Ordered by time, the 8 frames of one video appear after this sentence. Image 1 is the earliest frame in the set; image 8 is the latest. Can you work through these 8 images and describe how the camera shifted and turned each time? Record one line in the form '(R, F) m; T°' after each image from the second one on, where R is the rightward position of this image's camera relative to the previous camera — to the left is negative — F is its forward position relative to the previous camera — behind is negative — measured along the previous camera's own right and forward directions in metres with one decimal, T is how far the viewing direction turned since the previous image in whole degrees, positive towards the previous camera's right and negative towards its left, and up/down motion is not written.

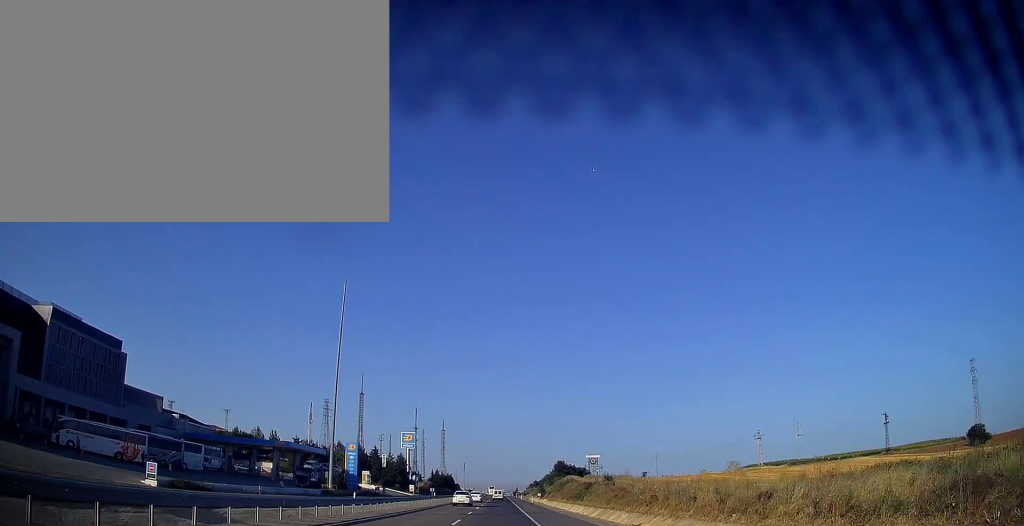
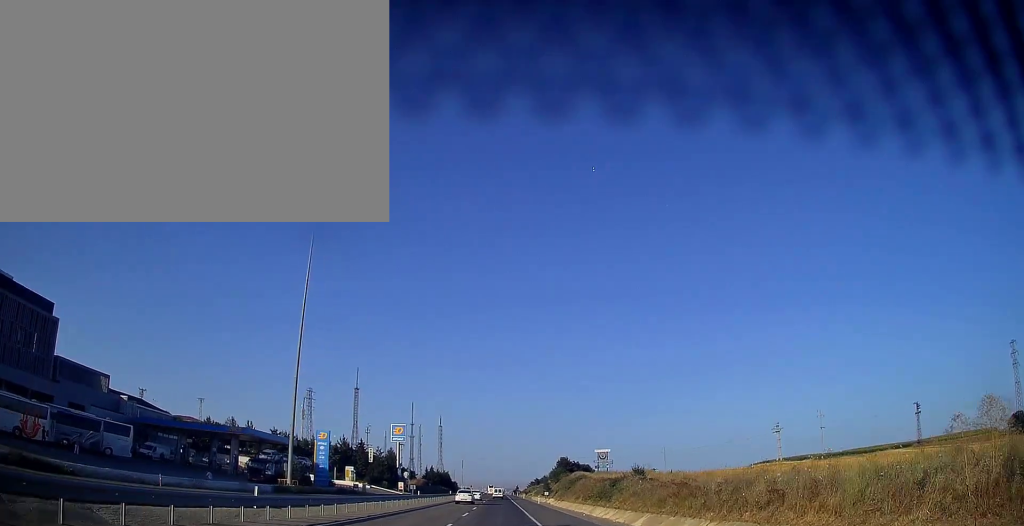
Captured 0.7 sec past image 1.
(0.0, +17.2) m; 0°
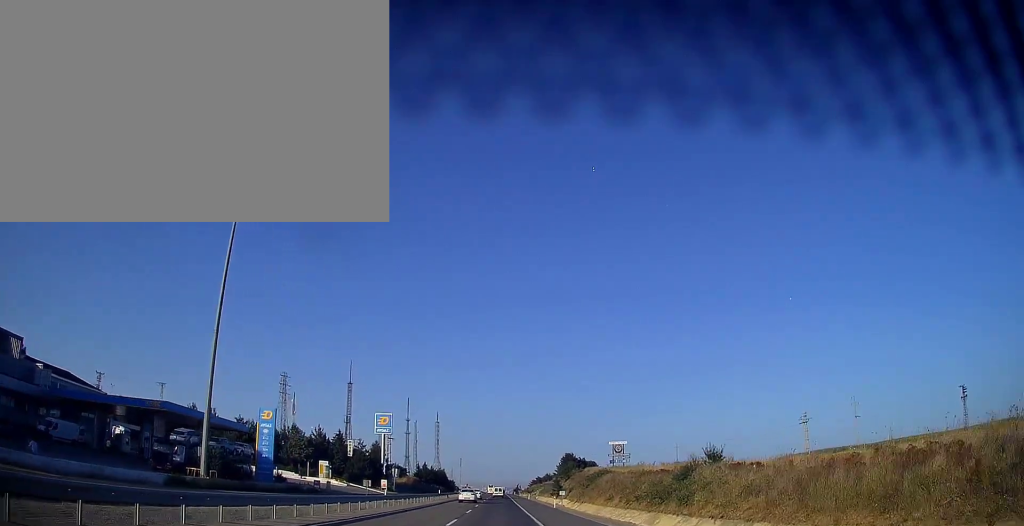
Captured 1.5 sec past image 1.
(-0.1, +21.4) m; 0°
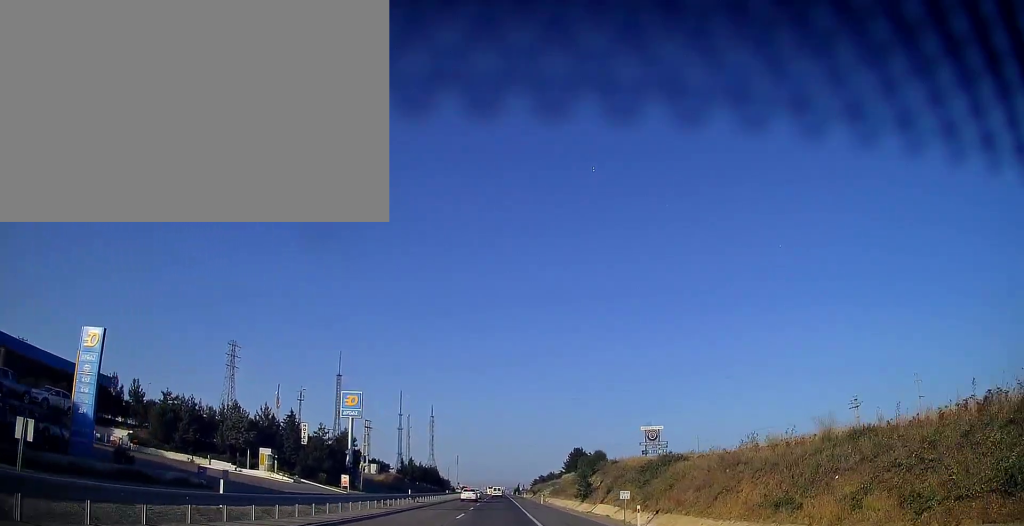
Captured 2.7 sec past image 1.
(+0.2, +31.7) m; 0°
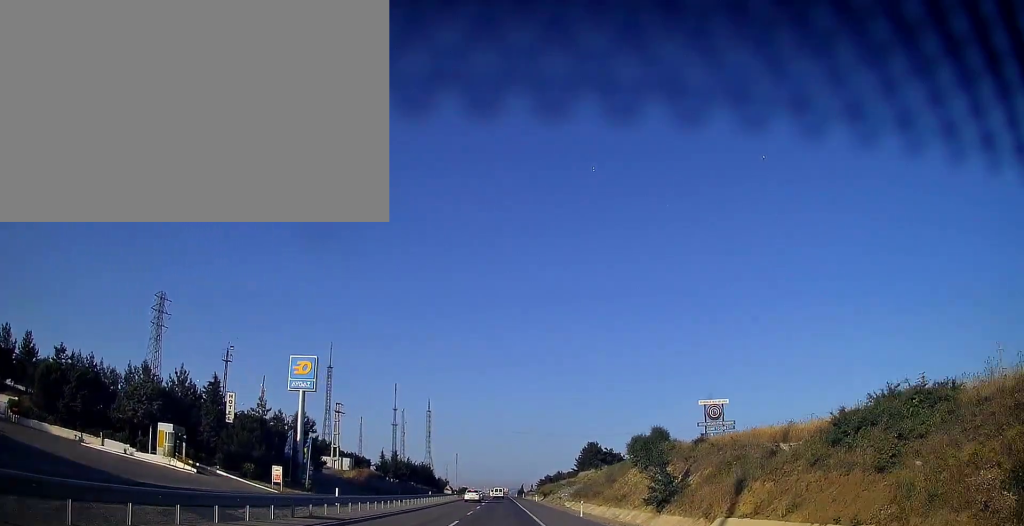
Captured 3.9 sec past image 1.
(0.0, +30.8) m; 0°
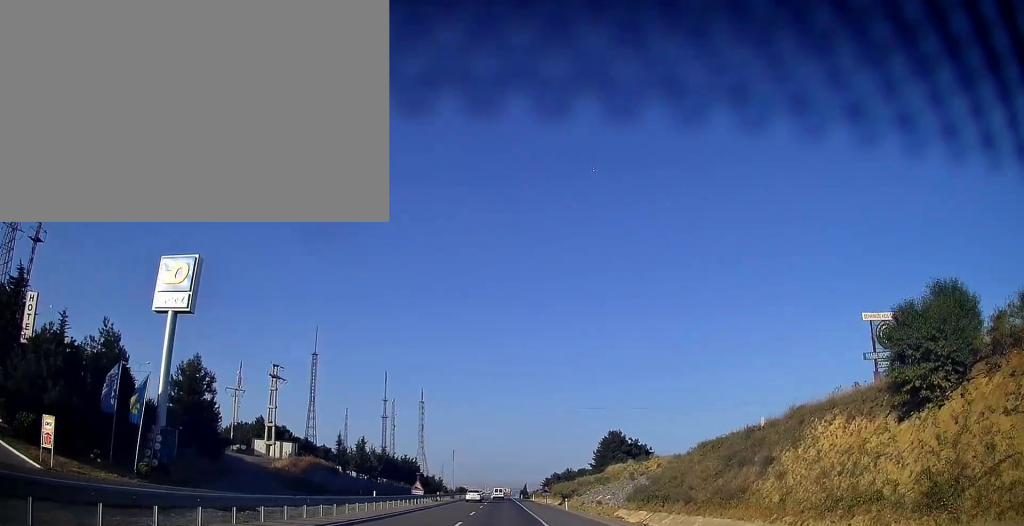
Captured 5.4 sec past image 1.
(-0.3, +37.2) m; -1°
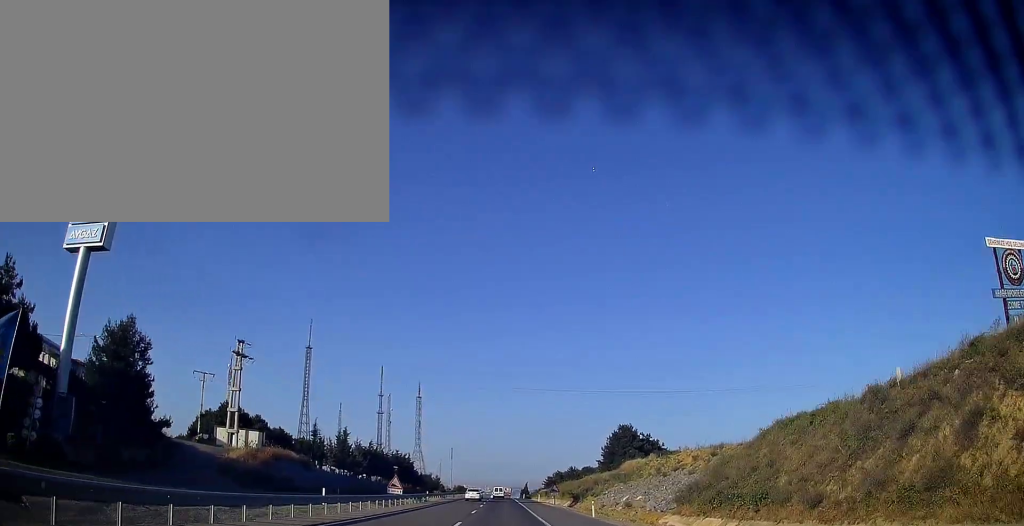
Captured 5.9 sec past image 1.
(0.0, +13.5) m; 0°
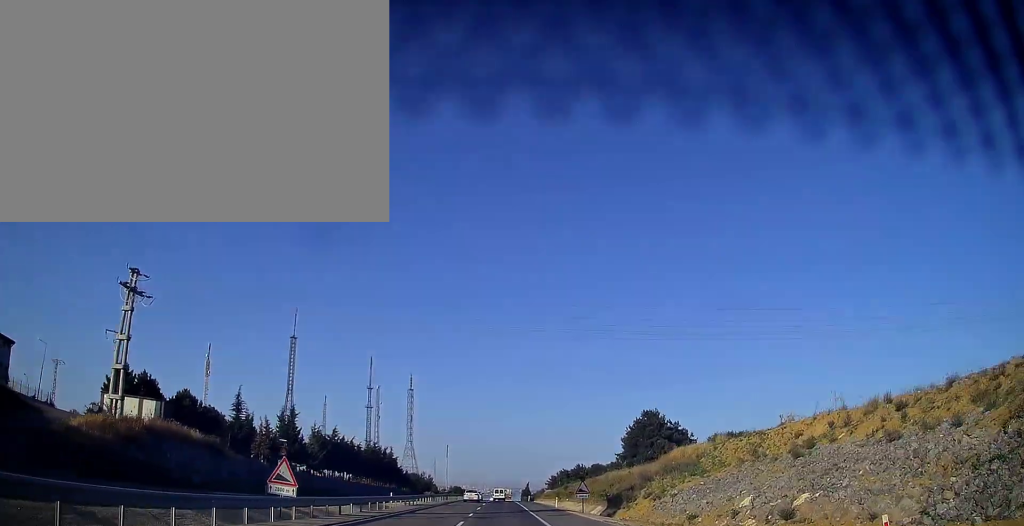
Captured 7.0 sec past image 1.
(+0.1, +26.0) m; 0°
